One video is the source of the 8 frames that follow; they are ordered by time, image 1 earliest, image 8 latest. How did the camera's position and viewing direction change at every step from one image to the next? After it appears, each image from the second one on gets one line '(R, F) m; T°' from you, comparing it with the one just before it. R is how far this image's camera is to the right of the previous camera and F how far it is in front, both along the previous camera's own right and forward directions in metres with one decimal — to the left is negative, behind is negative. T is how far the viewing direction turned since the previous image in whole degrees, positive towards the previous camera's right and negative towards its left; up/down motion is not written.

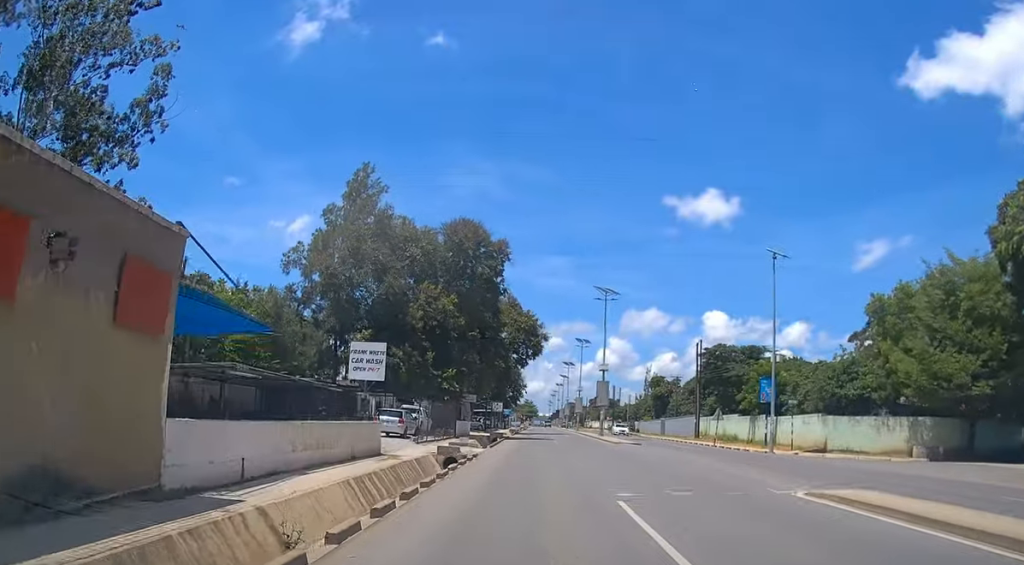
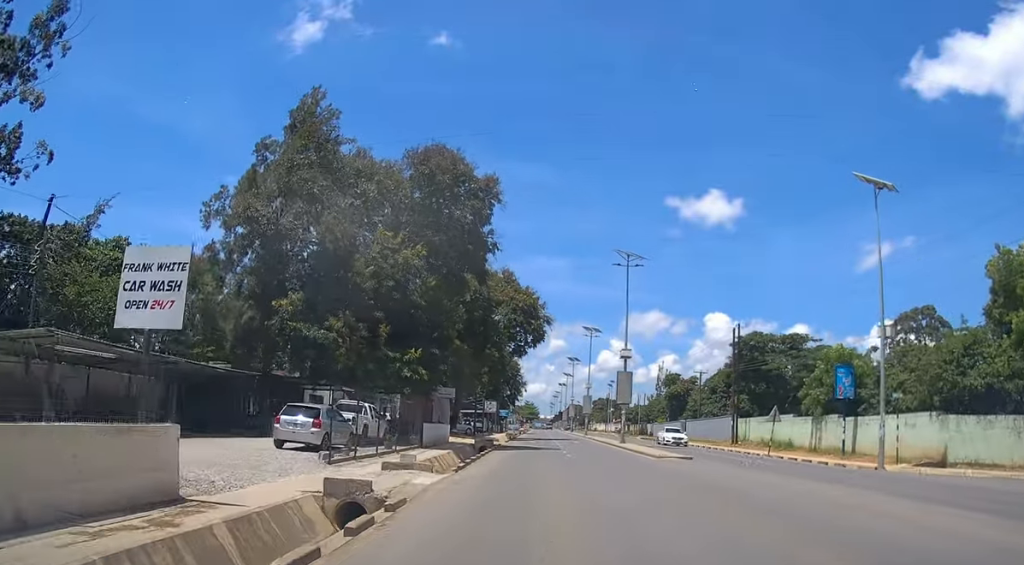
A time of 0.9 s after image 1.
(0.0, +13.9) m; 0°
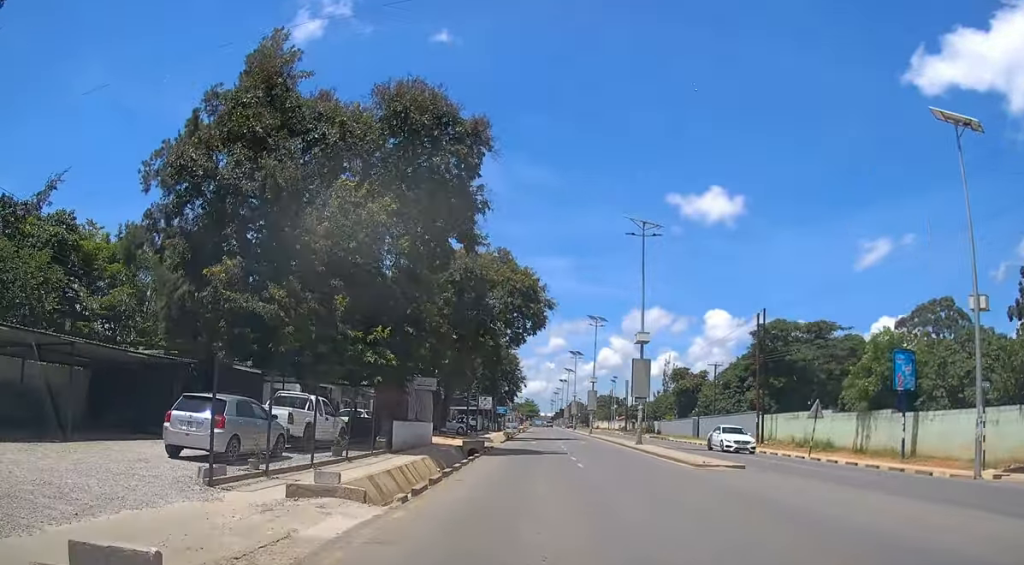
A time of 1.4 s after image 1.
(0.0, +7.0) m; 0°
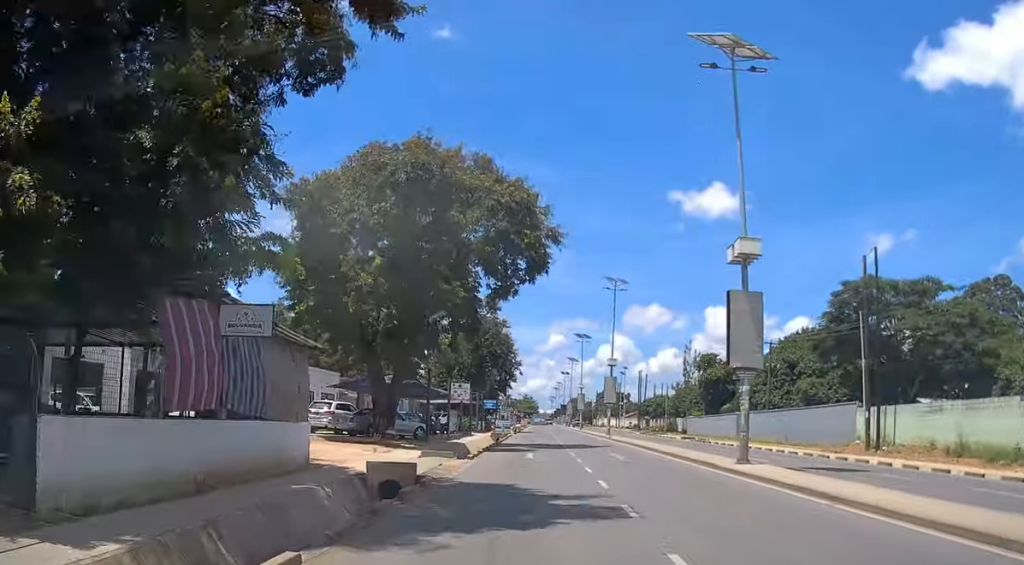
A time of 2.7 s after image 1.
(0.0, +19.2) m; 0°
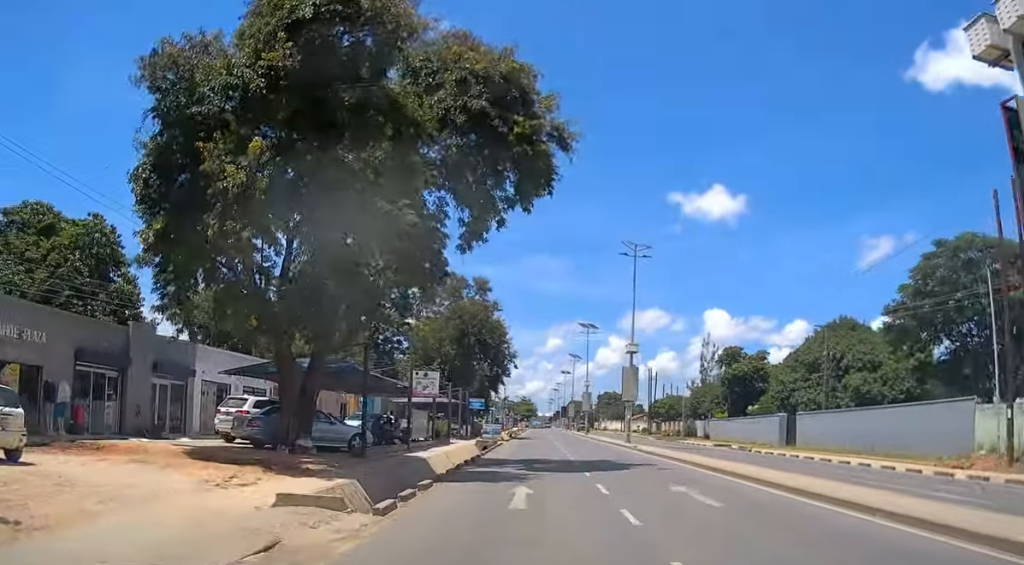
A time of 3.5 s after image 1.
(0.0, +12.5) m; 0°
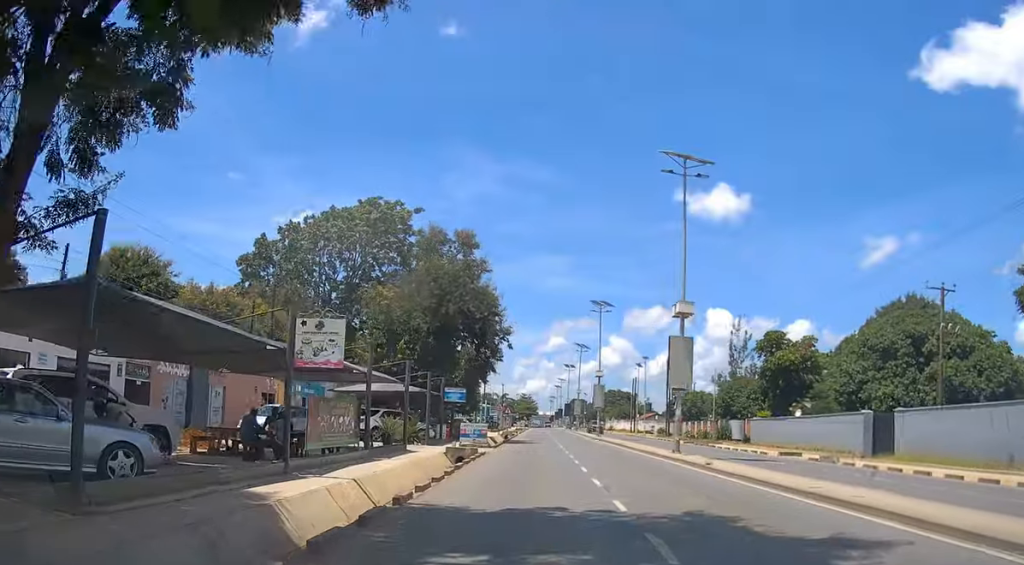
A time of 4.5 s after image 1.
(0.0, +14.7) m; 0°
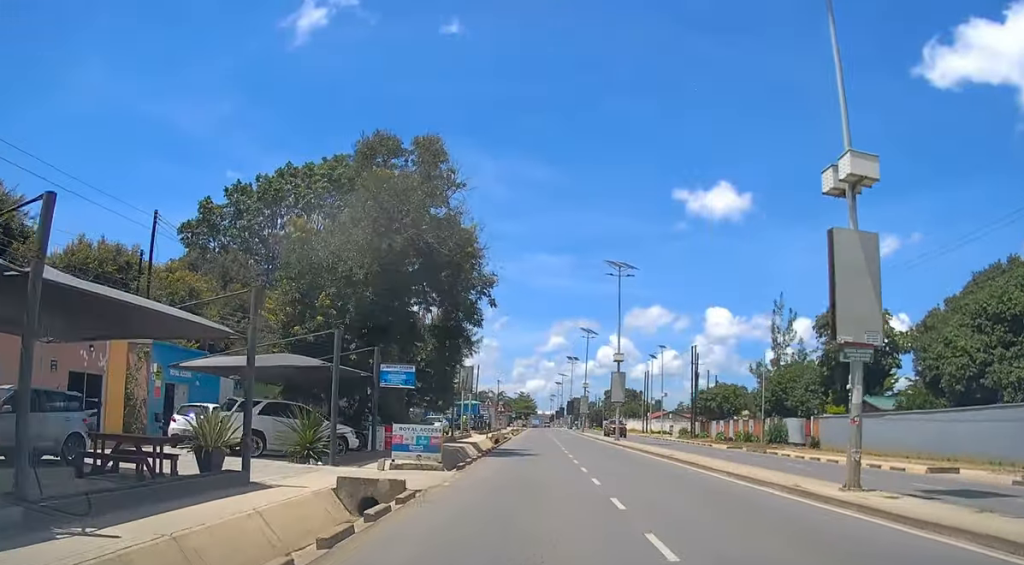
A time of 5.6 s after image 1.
(0.0, +16.0) m; 0°
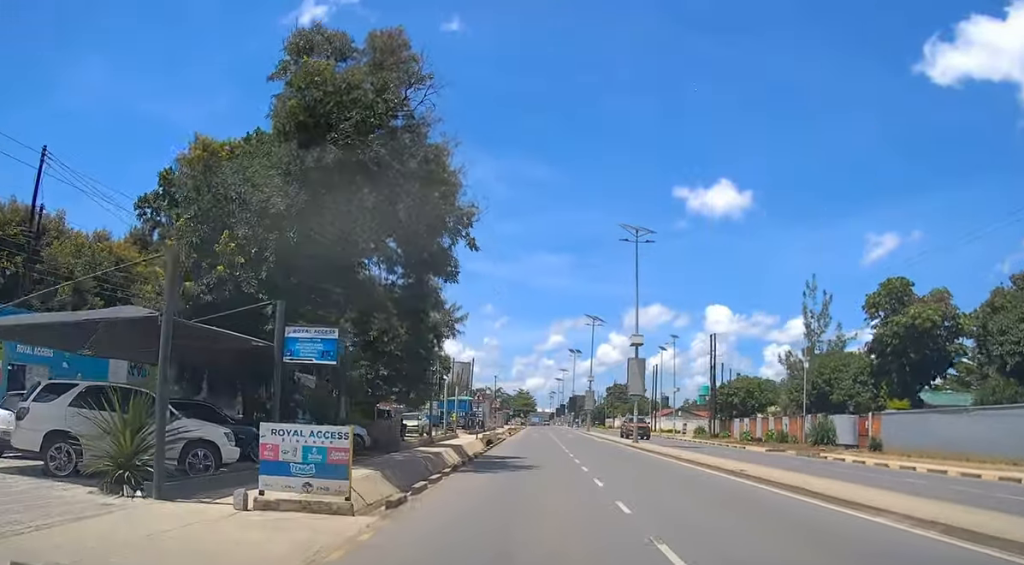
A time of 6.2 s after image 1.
(-0.1, +9.0) m; 0°
